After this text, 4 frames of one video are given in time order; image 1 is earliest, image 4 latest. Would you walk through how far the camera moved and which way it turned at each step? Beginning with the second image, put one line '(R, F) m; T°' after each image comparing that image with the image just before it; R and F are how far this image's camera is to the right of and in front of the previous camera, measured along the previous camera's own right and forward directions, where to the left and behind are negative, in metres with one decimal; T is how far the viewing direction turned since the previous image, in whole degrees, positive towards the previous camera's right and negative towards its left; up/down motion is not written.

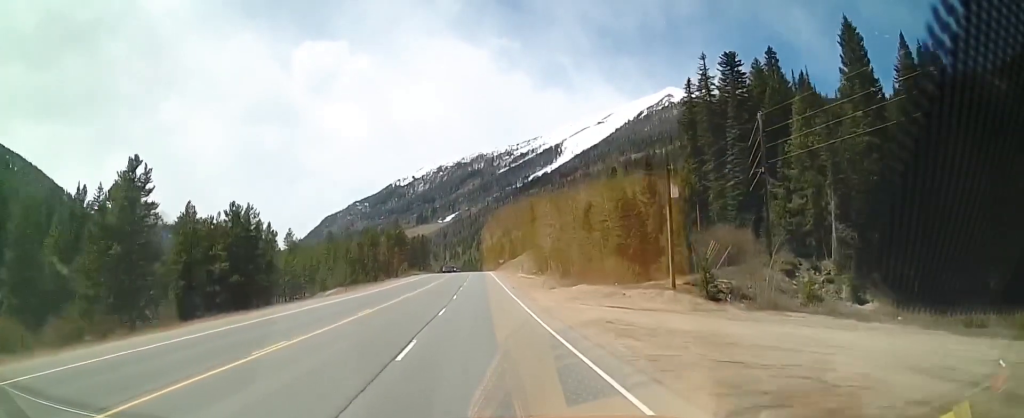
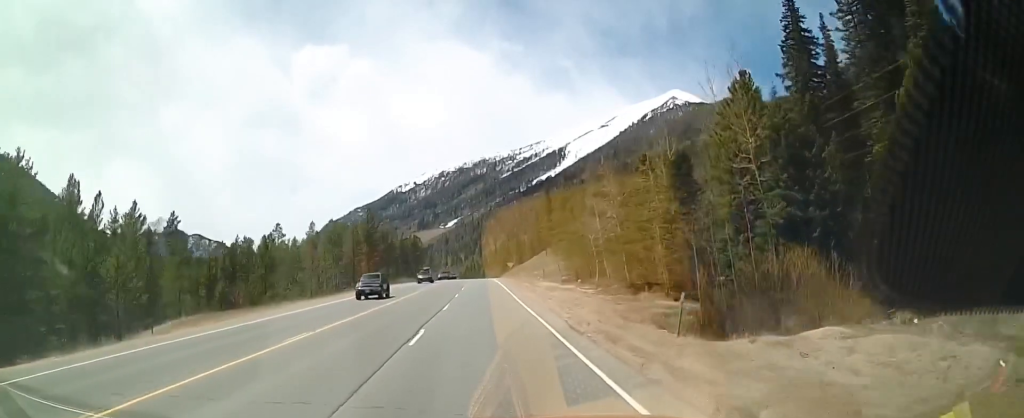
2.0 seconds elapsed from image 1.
(-0.7, +34.3) m; -1°
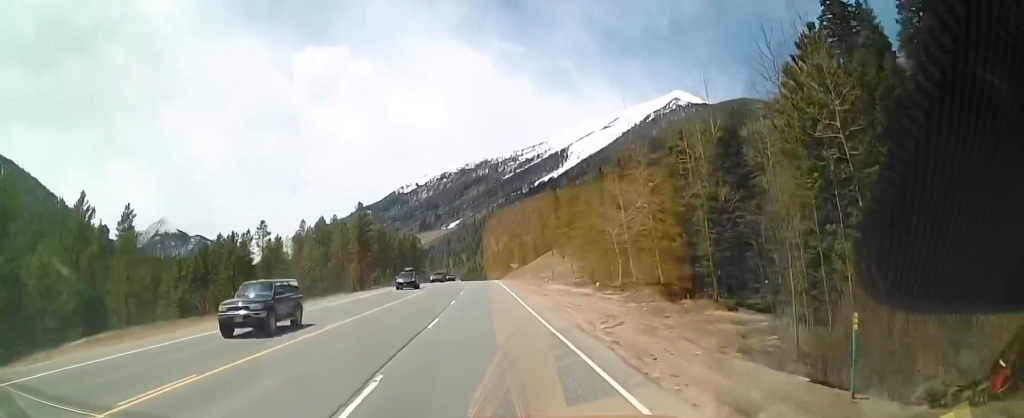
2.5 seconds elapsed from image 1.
(+0.2, +7.8) m; 0°
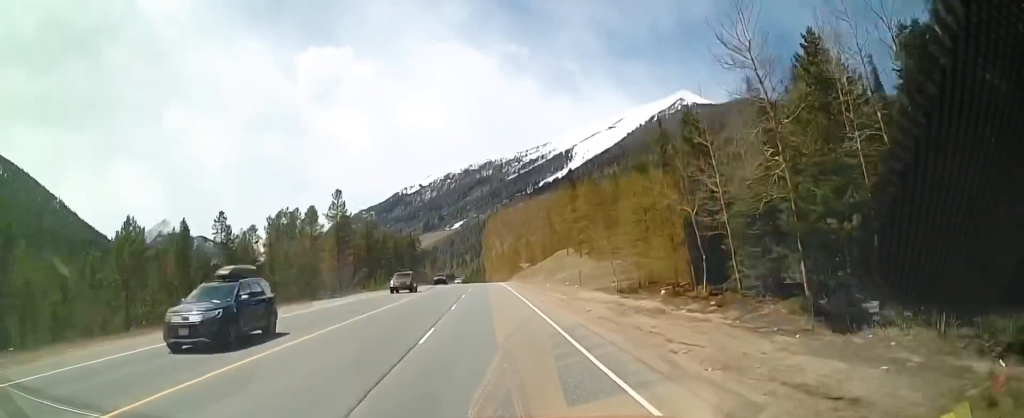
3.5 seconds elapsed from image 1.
(-0.3, +16.1) m; -1°
